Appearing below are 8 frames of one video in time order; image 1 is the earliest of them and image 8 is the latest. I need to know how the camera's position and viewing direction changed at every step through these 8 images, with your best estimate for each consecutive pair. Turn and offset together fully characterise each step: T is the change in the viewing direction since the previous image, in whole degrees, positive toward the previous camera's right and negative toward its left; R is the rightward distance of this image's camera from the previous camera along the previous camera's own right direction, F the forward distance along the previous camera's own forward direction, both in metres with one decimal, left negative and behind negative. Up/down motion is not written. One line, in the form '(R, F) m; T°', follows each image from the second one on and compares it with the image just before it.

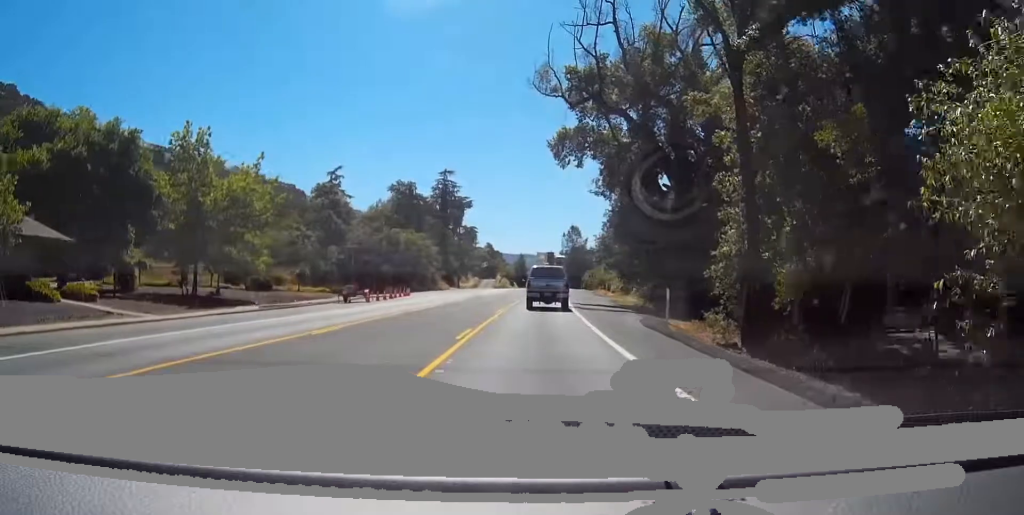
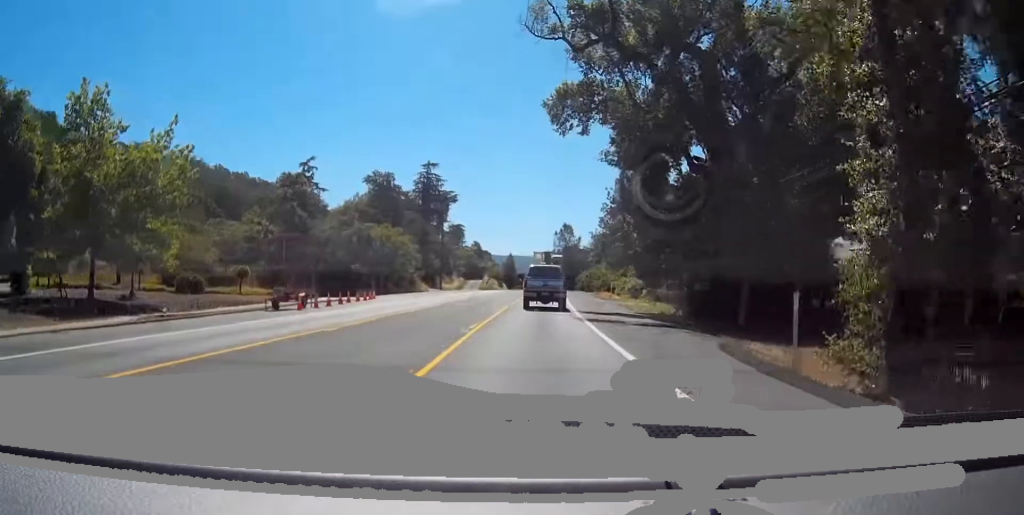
(0.0, +12.3) m; -1°
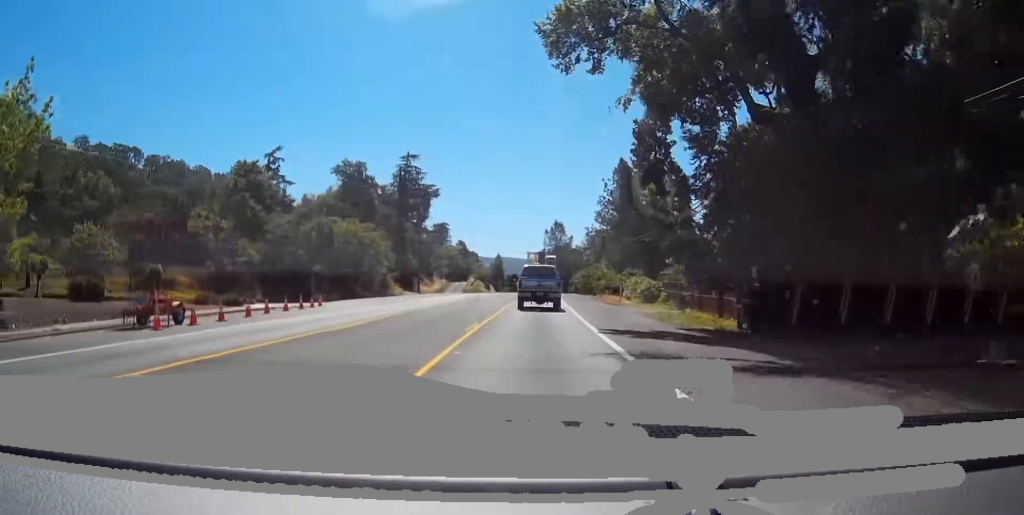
(-0.1, +13.0) m; 0°
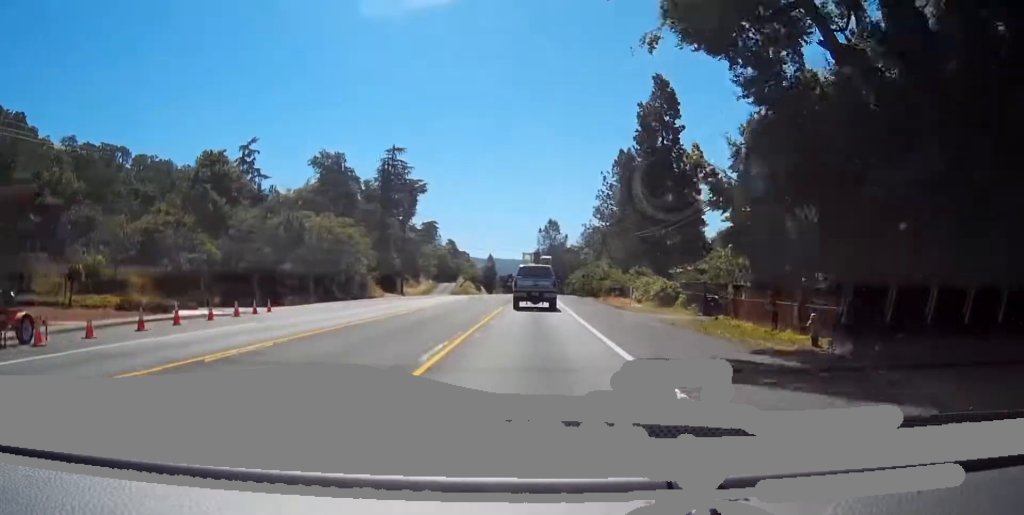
(-0.3, +8.5) m; 0°
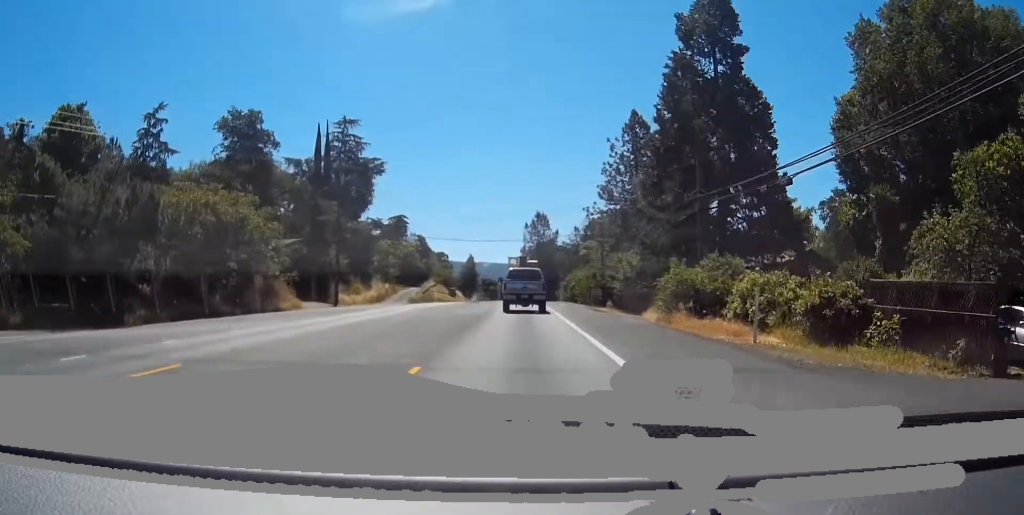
(+1.1, +27.5) m; +4°
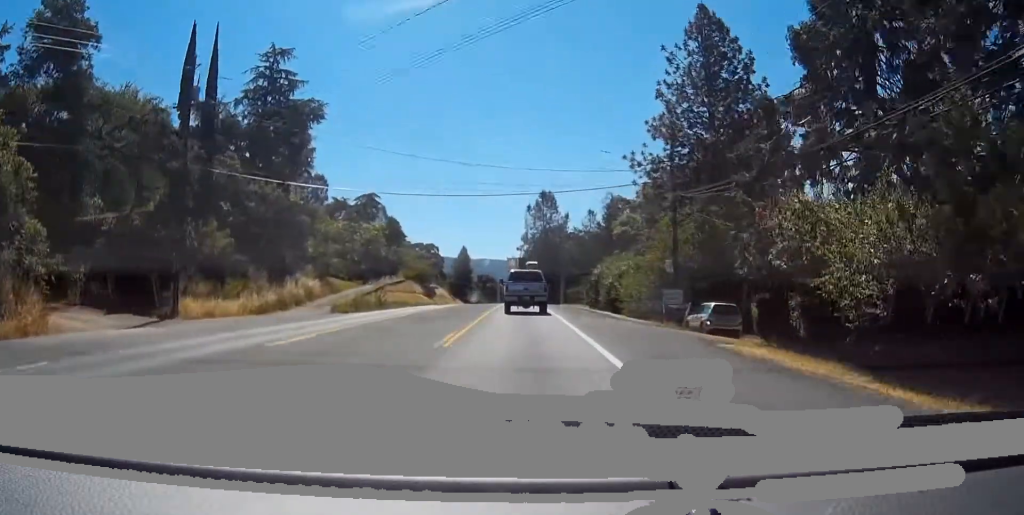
(+0.5, +34.9) m; +1°
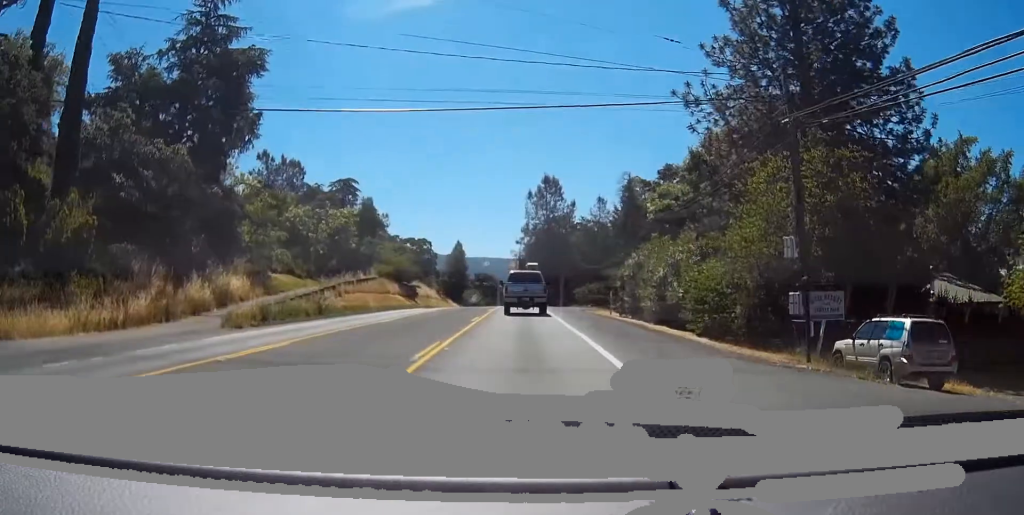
(+0.2, +18.3) m; +1°
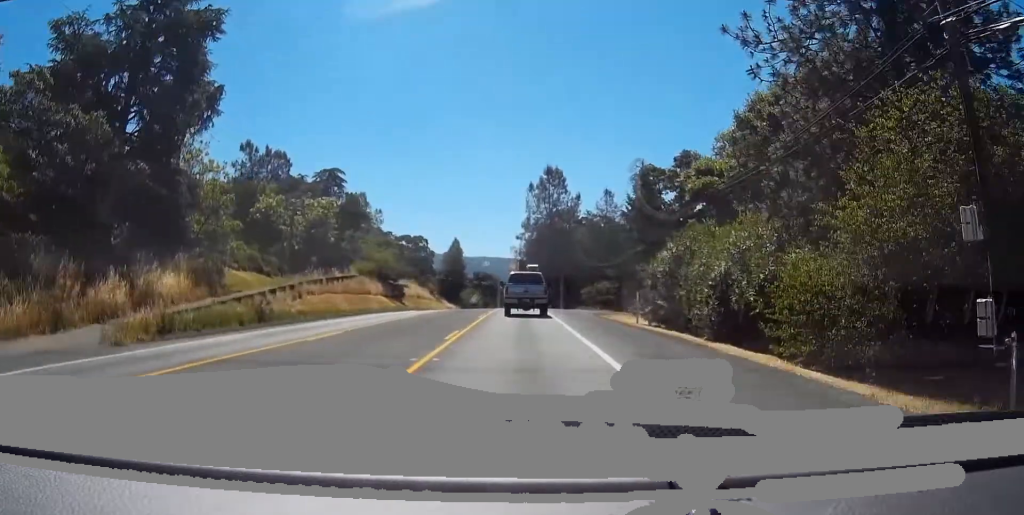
(+0.1, +9.7) m; 0°
